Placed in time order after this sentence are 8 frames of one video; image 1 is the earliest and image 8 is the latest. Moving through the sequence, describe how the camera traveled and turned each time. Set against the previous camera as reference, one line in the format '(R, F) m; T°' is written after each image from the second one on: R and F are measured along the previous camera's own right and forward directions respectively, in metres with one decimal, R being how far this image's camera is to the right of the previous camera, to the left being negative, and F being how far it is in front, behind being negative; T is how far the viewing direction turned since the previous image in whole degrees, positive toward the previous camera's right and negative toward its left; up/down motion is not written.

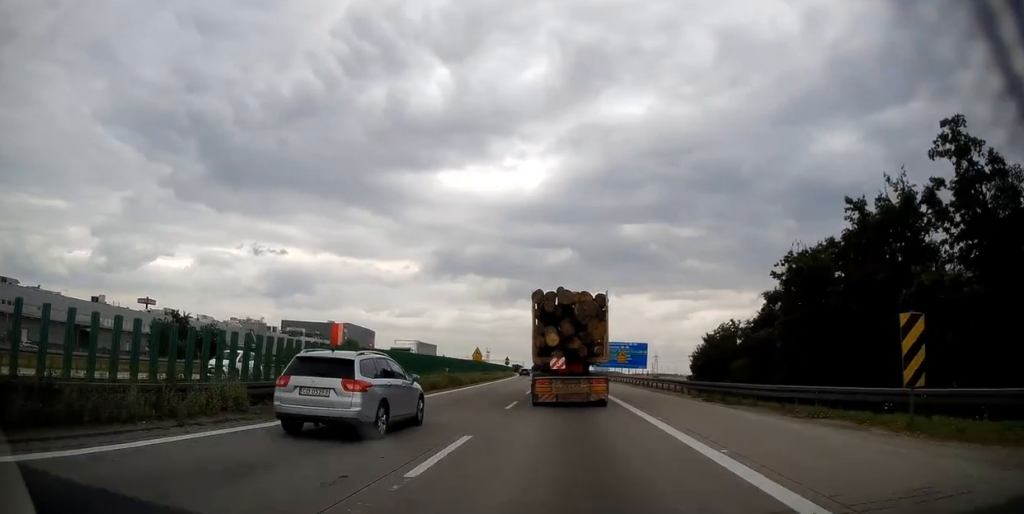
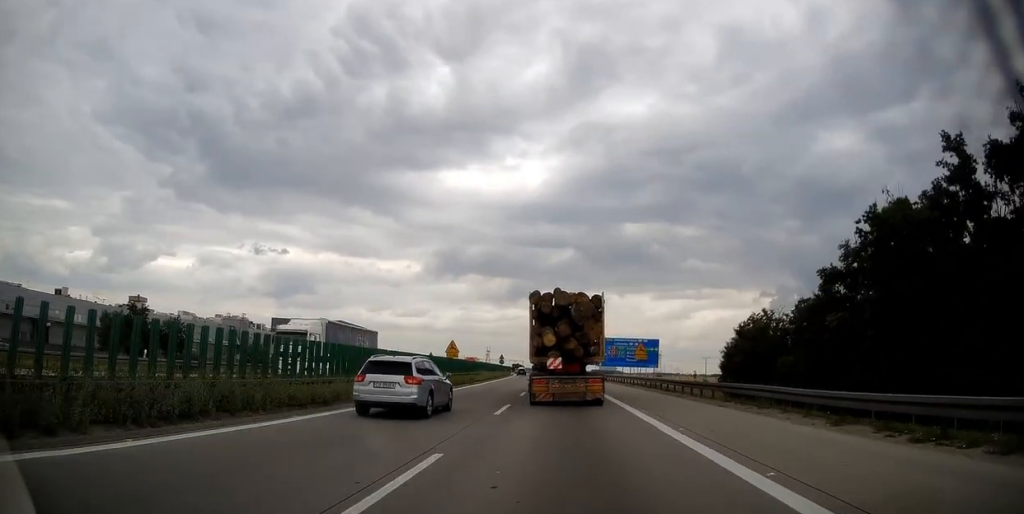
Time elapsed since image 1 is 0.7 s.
(-0.2, +14.8) m; 0°
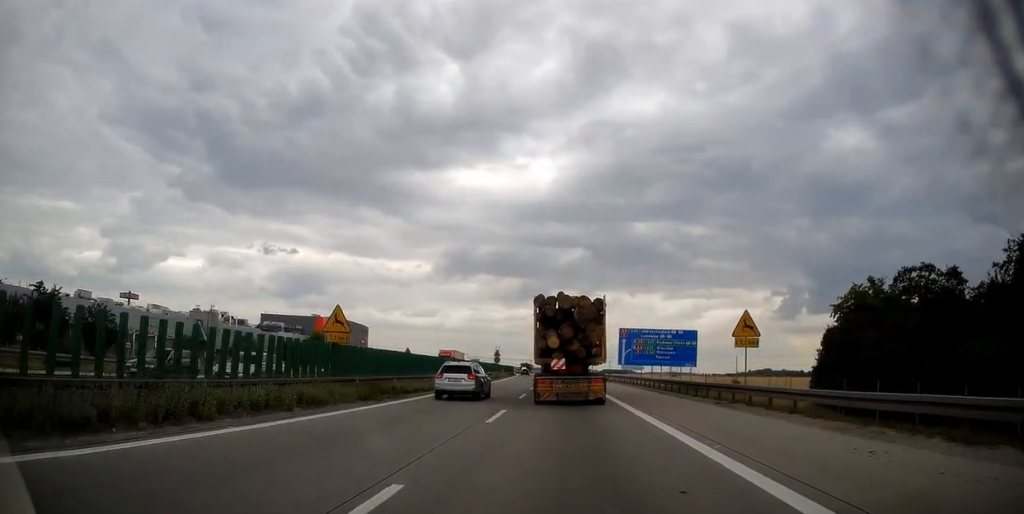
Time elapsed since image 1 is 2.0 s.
(+0.2, +26.8) m; 0°
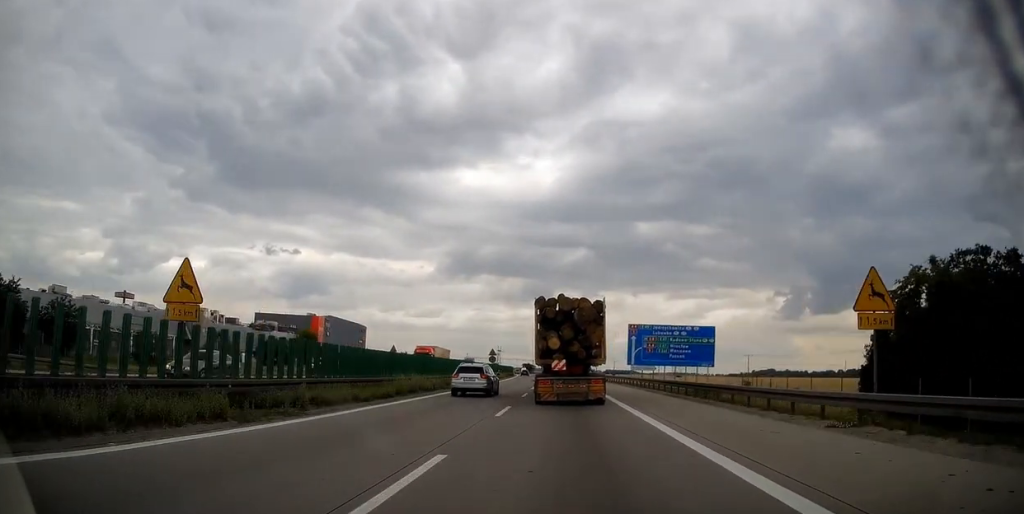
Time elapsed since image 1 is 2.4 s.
(-0.1, +9.9) m; -1°
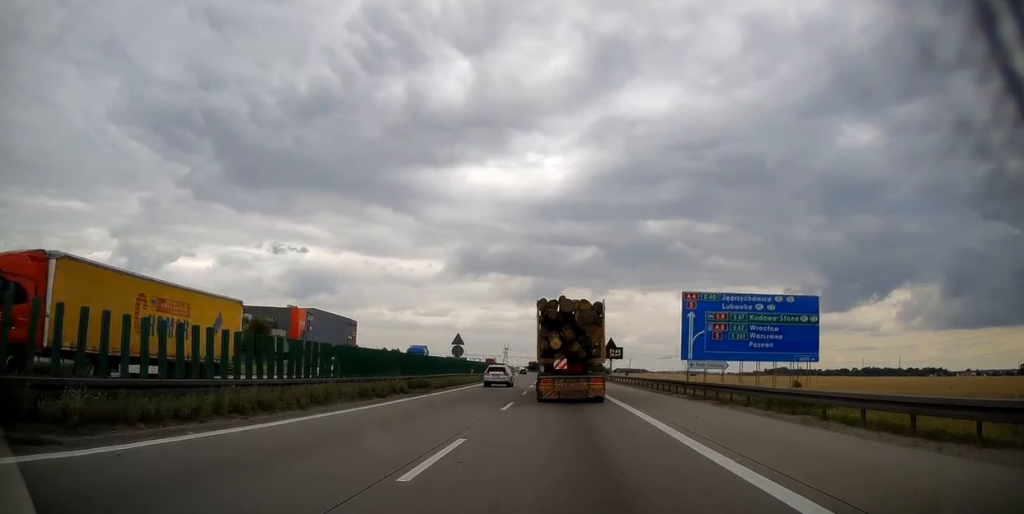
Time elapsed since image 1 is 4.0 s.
(-0.5, +34.2) m; -1°
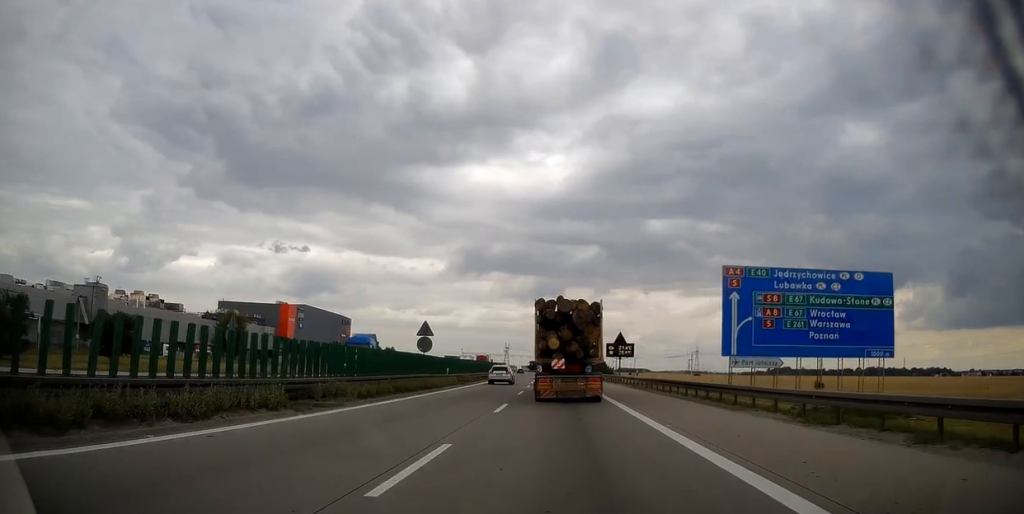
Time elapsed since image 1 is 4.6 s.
(-0.2, +12.9) m; 0°
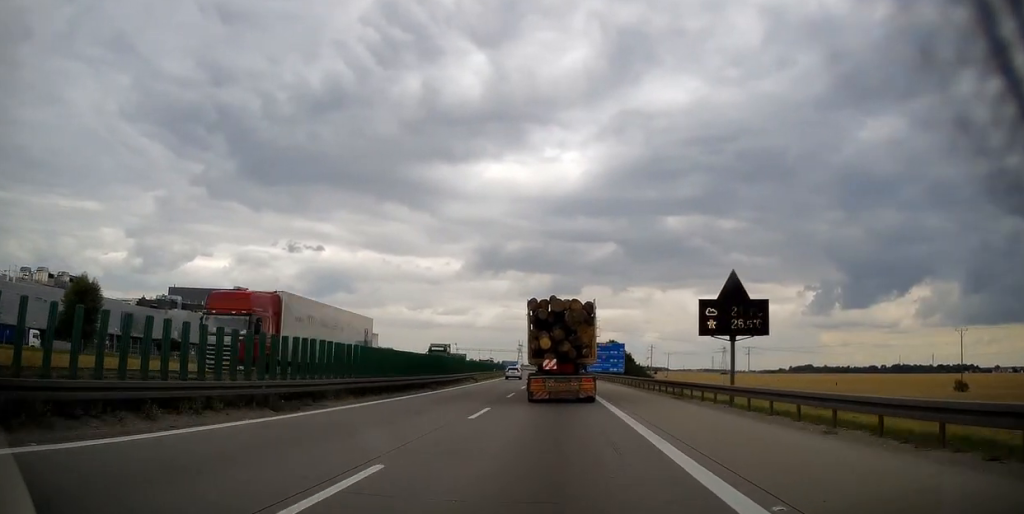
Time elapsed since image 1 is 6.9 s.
(-0.2, +49.7) m; -1°
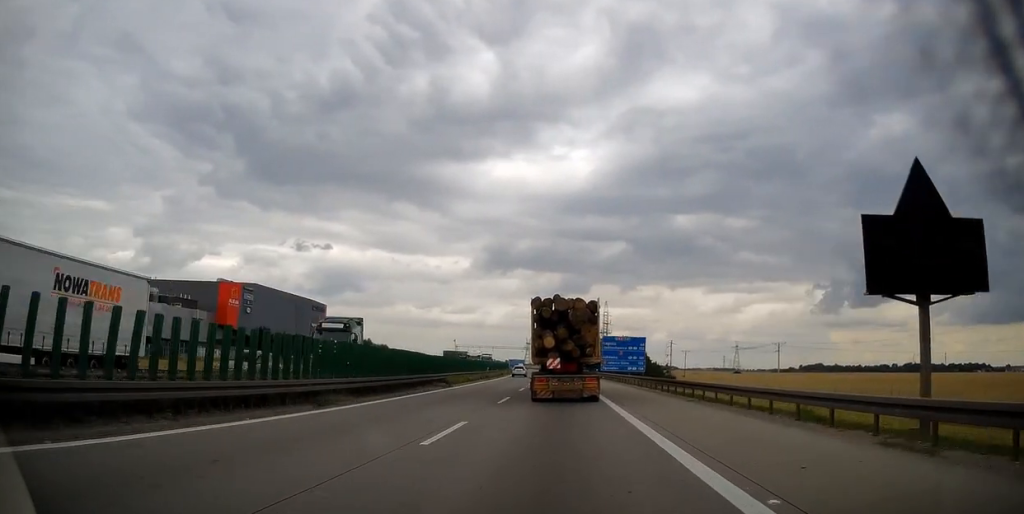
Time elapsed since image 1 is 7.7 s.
(0.0, +17.7) m; 0°
